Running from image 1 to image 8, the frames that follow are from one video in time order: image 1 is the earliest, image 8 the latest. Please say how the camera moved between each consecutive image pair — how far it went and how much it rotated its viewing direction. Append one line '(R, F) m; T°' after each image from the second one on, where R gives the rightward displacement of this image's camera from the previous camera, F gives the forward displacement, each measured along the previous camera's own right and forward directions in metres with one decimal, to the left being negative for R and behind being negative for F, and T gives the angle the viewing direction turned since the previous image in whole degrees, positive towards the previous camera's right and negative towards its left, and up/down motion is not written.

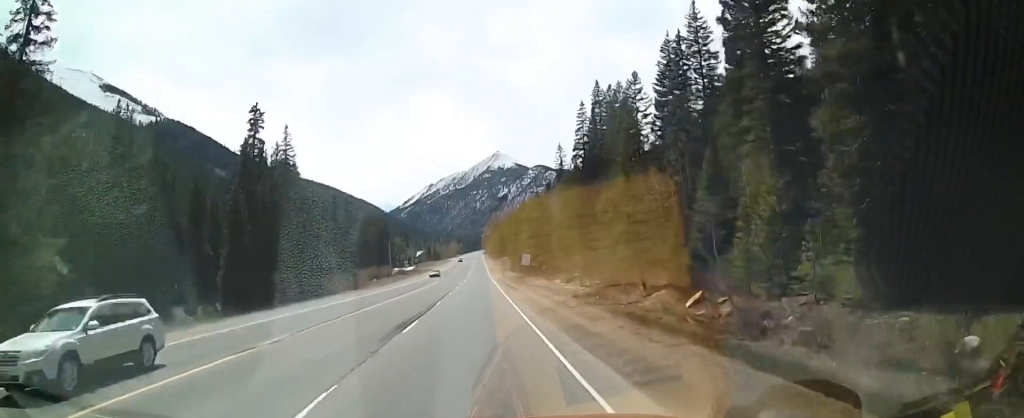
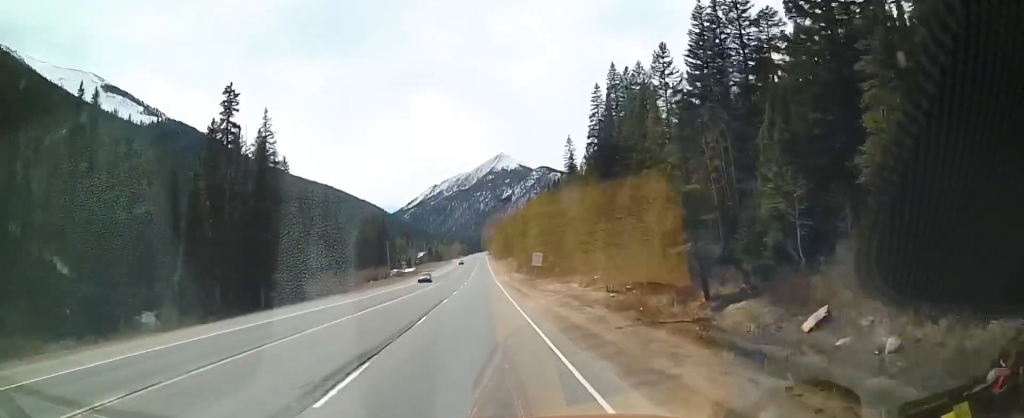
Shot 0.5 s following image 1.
(0.0, +9.3) m; 0°
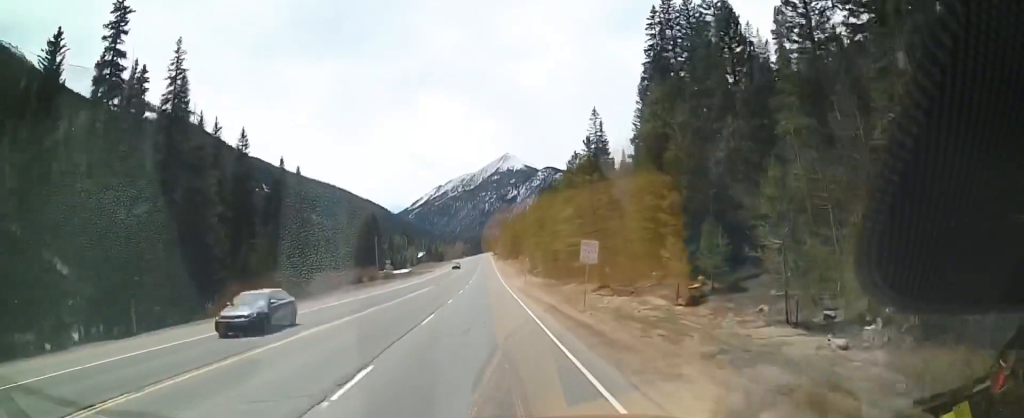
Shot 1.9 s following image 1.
(-0.3, +24.5) m; -2°
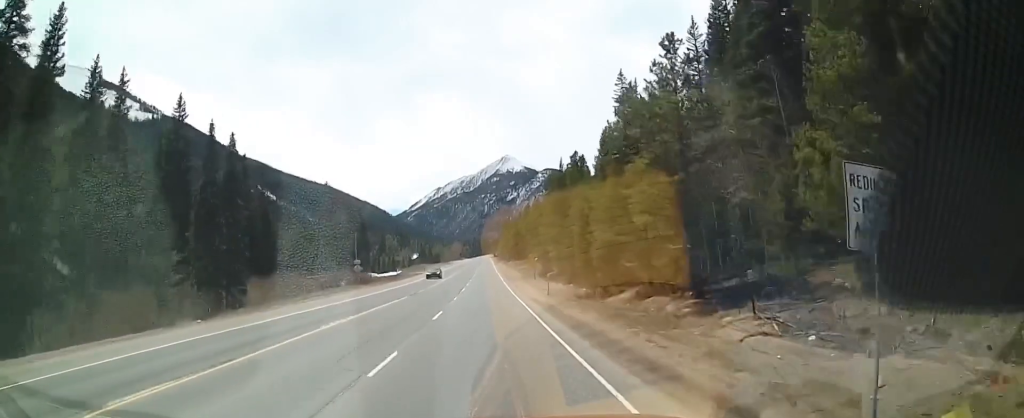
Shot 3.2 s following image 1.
(-0.6, +22.0) m; -1°
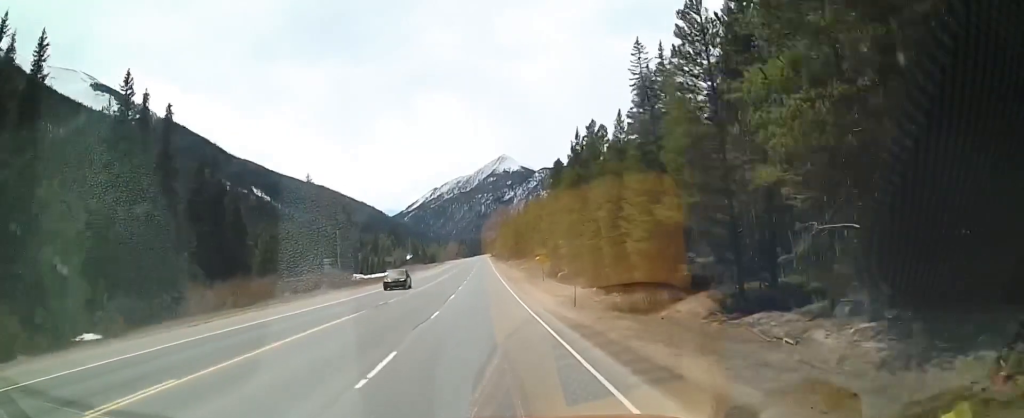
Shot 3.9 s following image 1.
(+0.4, +12.5) m; +1°
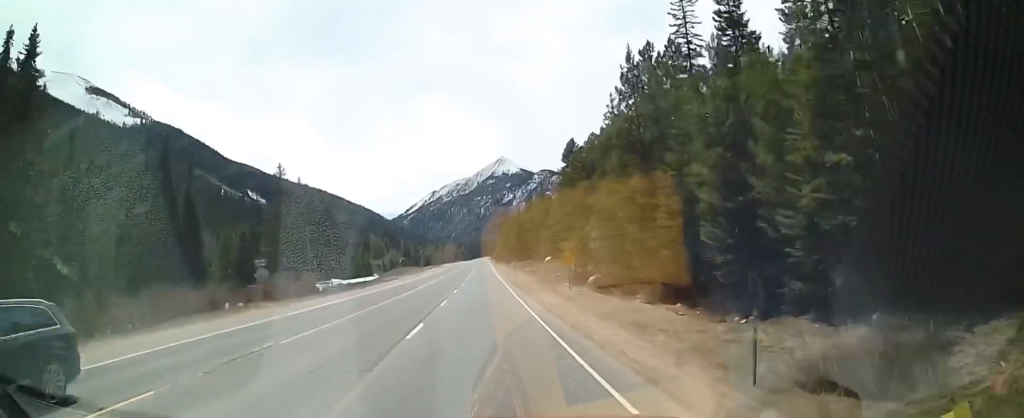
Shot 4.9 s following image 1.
(+0.3, +17.9) m; -1°
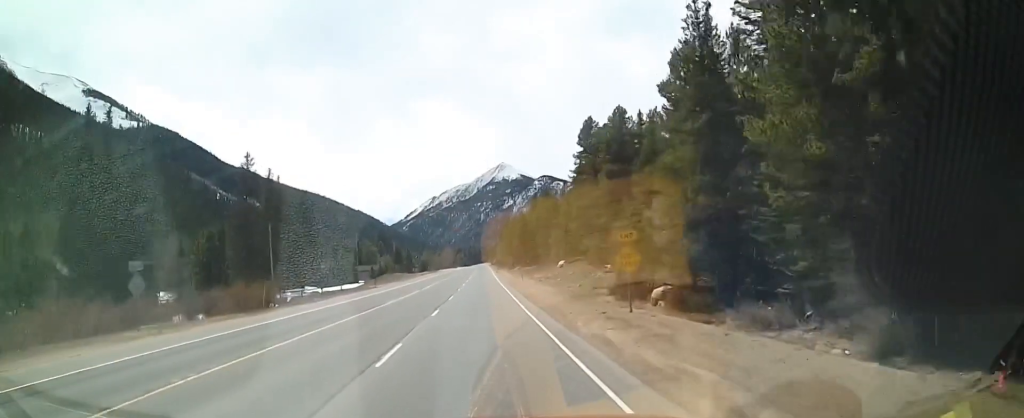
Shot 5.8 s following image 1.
(-0.3, +16.1) m; -2°
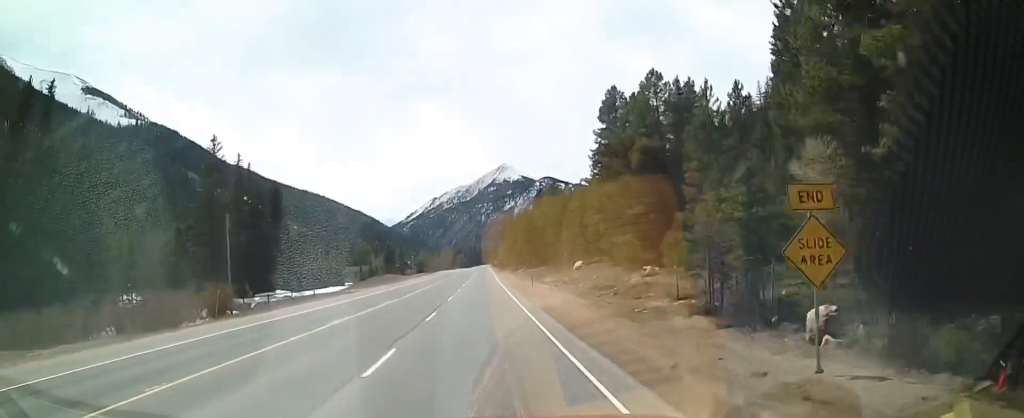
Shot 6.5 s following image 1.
(-0.2, +13.1) m; 0°
